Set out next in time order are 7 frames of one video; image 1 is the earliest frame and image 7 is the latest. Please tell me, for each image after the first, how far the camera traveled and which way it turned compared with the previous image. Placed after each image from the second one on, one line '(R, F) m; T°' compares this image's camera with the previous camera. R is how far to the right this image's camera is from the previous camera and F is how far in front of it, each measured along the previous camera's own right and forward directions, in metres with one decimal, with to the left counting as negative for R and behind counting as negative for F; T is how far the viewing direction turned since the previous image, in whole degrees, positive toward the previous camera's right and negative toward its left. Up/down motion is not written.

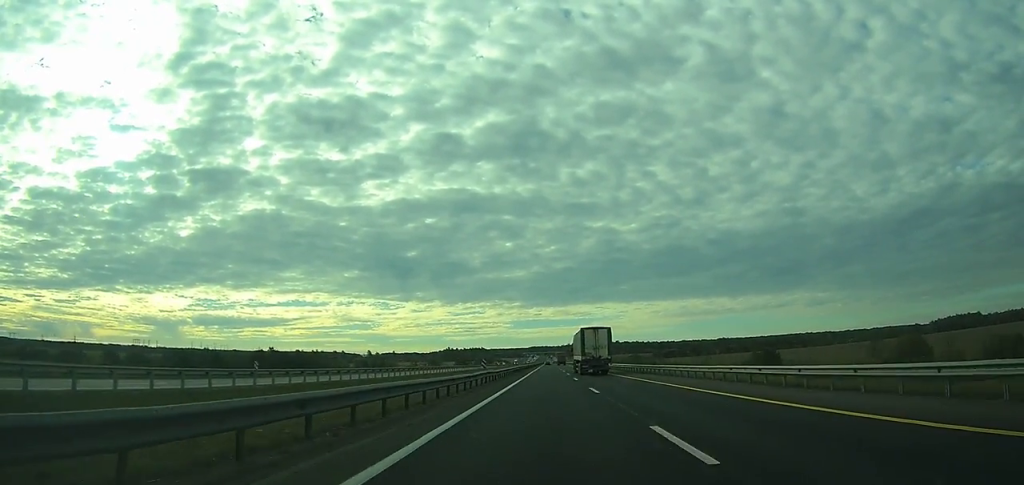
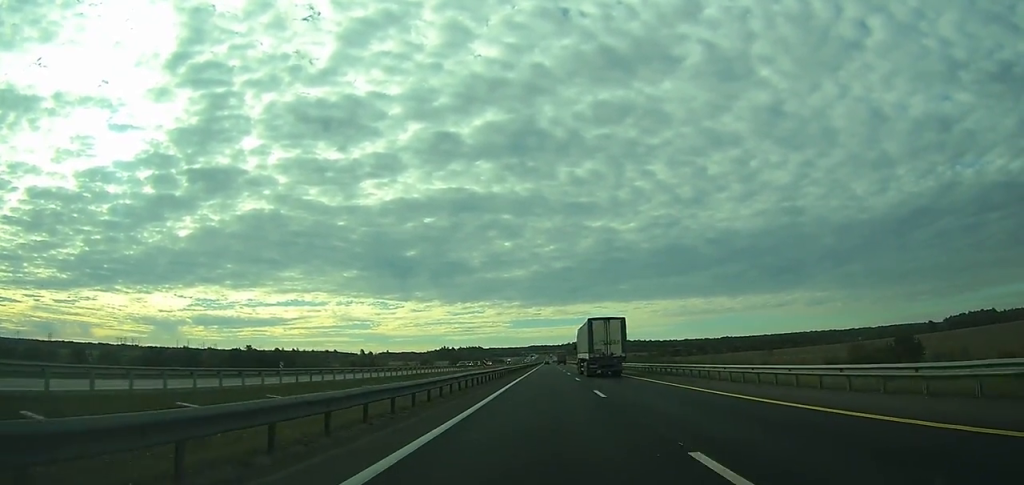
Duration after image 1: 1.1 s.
(+0.1, +36.8) m; 0°
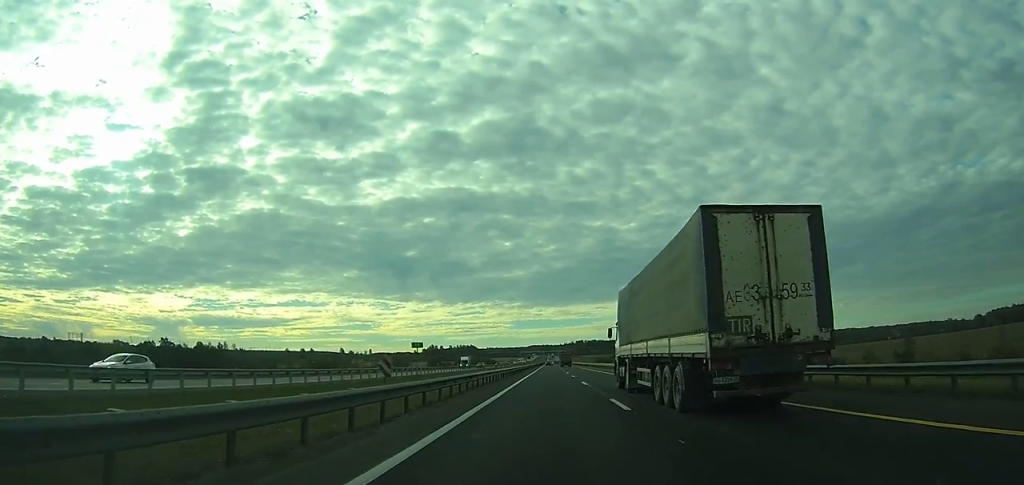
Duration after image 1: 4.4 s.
(-0.2, +102.0) m; 0°
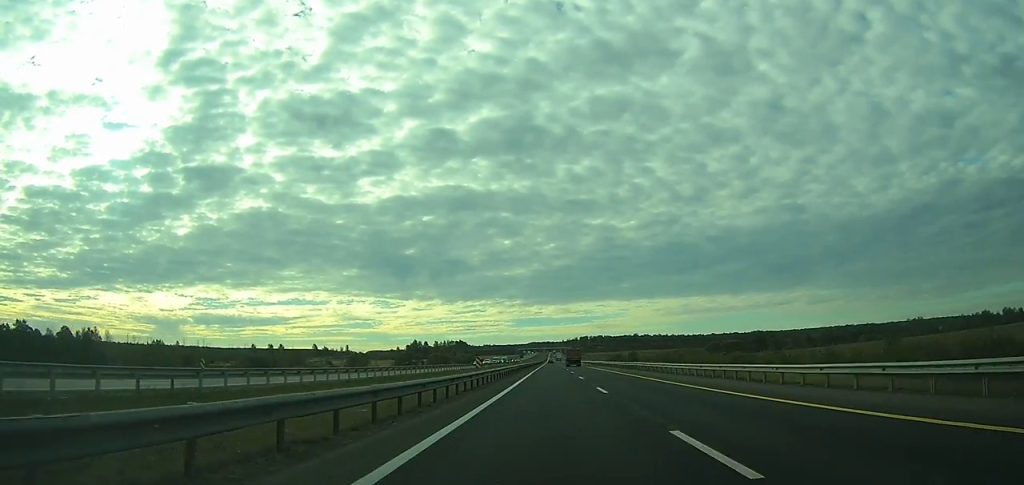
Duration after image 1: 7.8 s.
(+0.3, +109.2) m; 0°
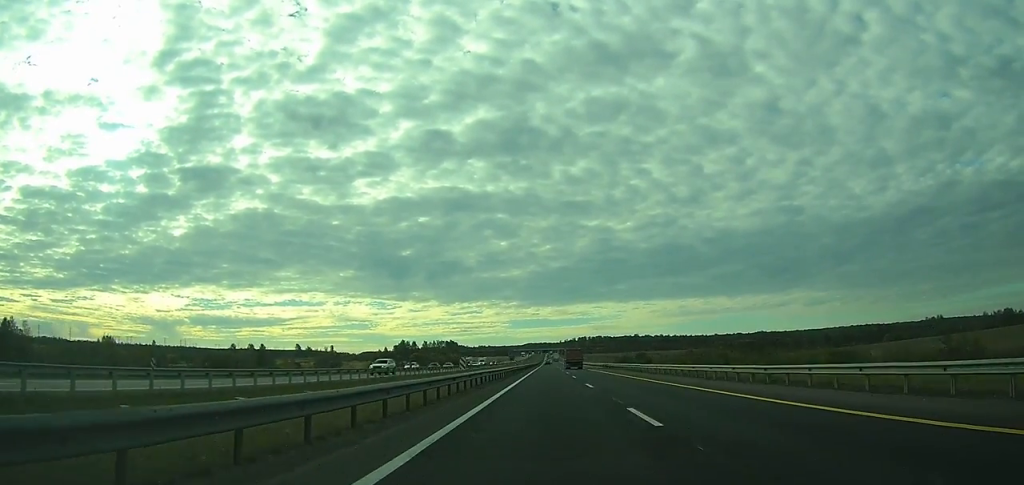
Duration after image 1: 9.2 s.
(0.0, +44.8) m; 0°
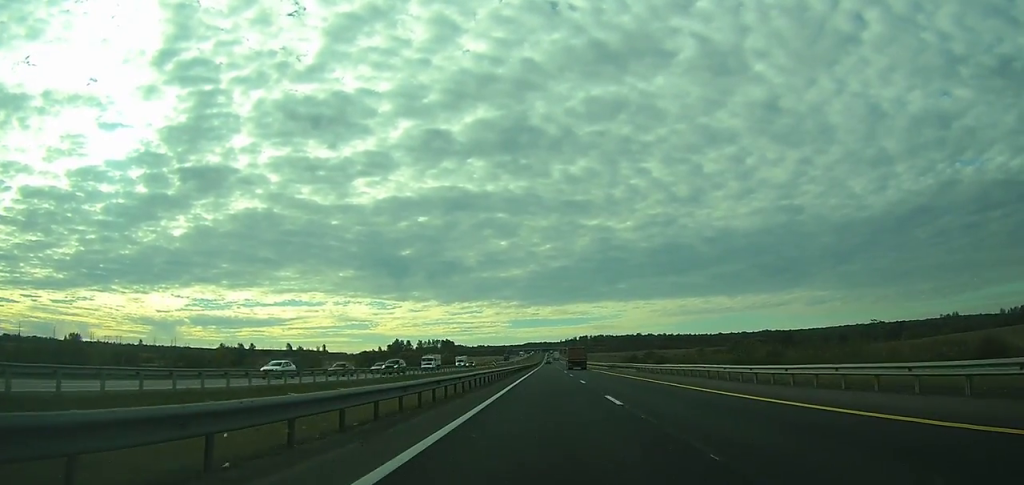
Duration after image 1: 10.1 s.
(0.0, +26.6) m; 0°
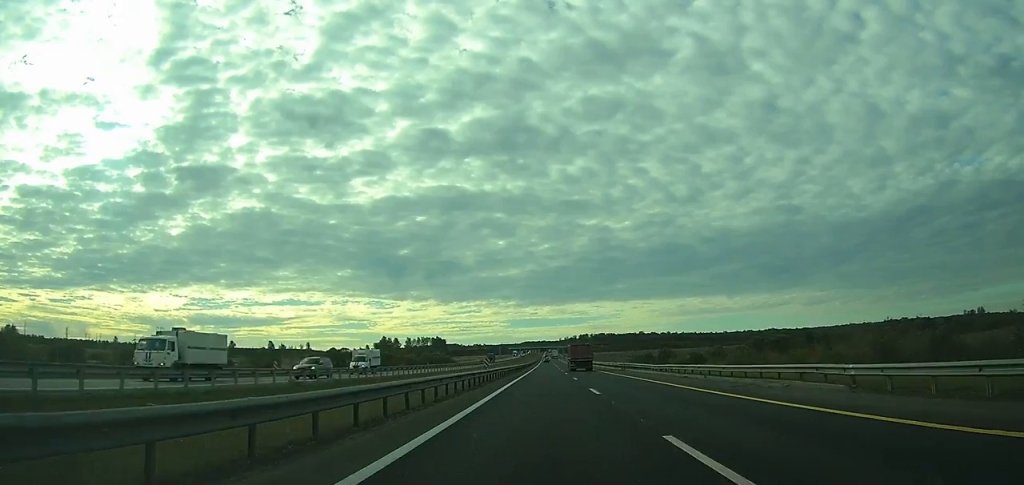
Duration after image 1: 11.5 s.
(0.0, +42.6) m; 0°
